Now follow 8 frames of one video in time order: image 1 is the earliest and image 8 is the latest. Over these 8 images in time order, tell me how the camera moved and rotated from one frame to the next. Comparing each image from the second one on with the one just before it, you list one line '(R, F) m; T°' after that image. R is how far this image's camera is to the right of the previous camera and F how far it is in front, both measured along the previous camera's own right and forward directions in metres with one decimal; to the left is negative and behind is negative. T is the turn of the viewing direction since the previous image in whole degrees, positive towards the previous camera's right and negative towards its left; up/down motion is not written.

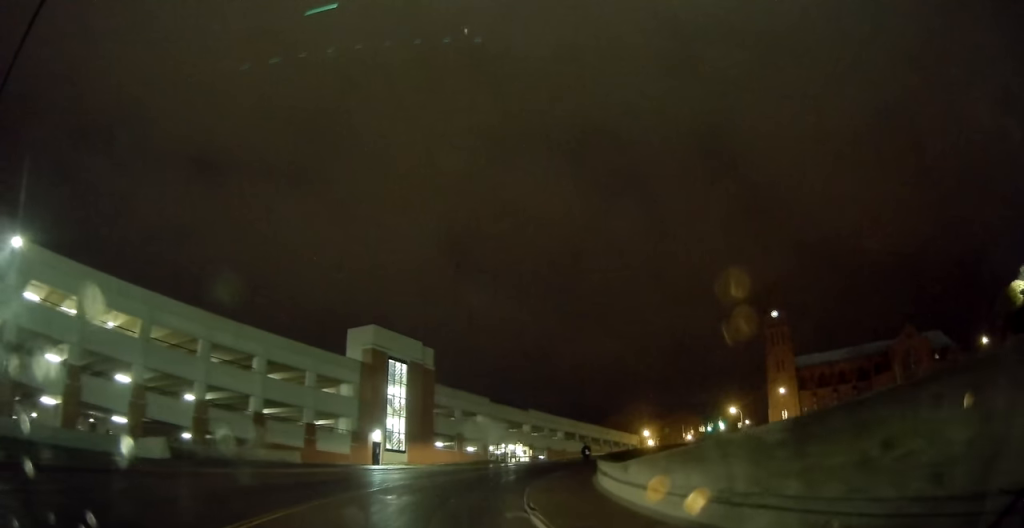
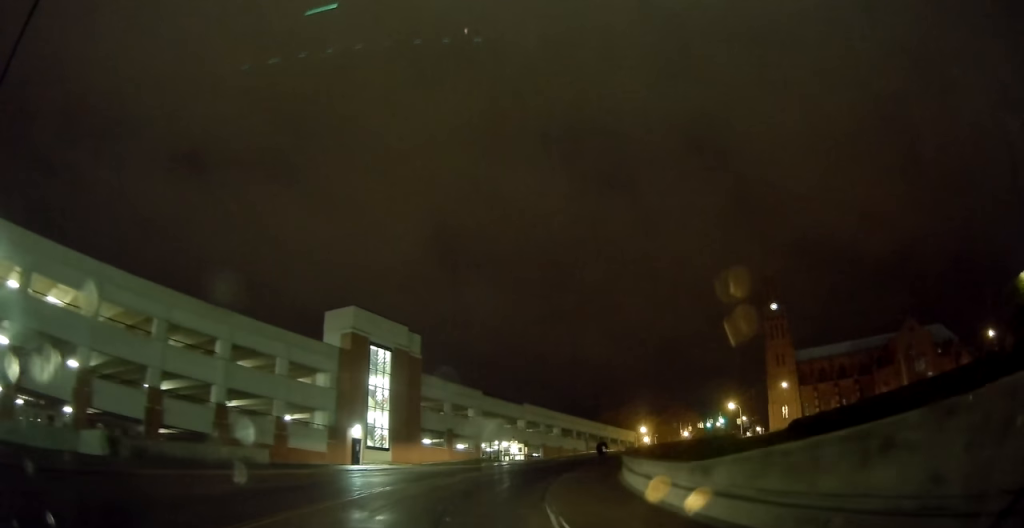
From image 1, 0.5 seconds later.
(+0.1, +6.2) m; +3°
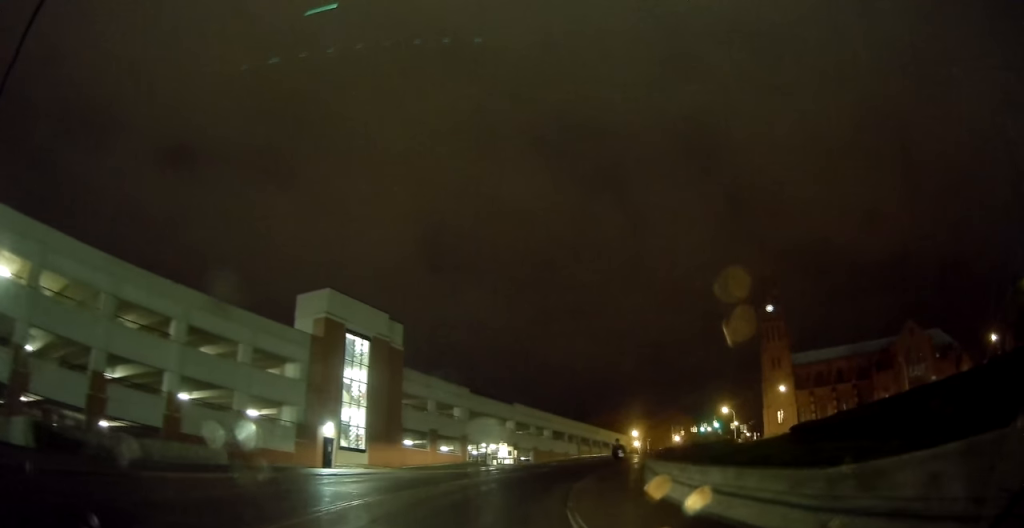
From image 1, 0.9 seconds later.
(+0.3, +5.5) m; +4°
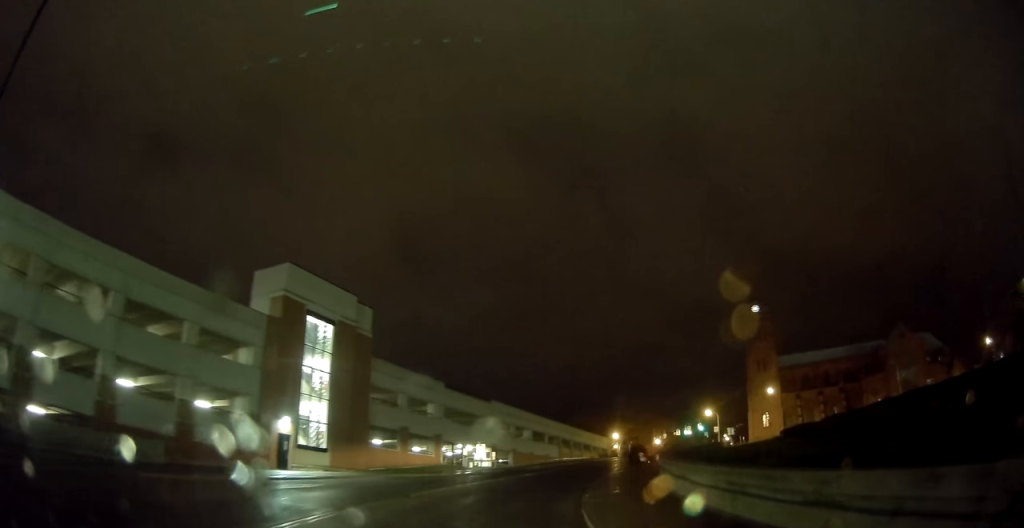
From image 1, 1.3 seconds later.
(+0.1, +5.5) m; +4°
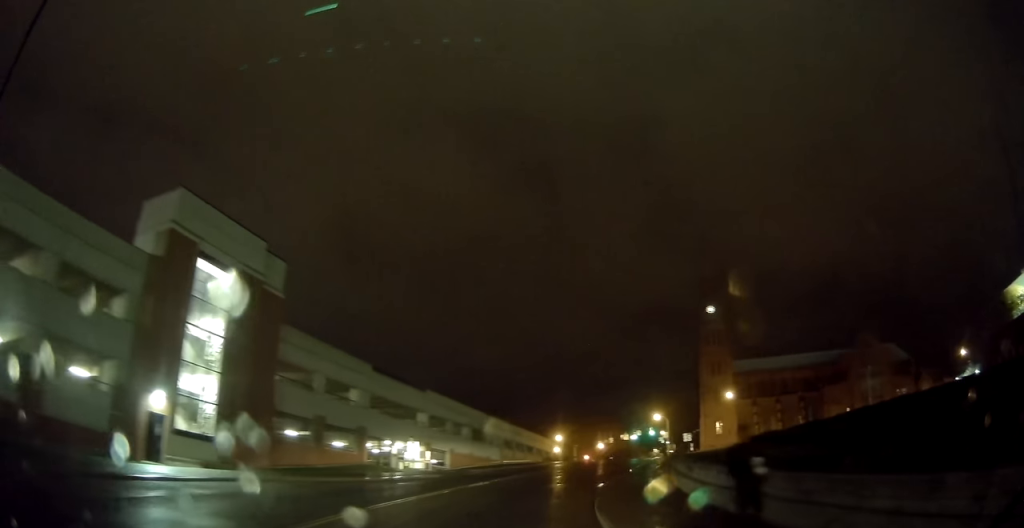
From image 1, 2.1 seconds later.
(+0.5, +9.9) m; +8°
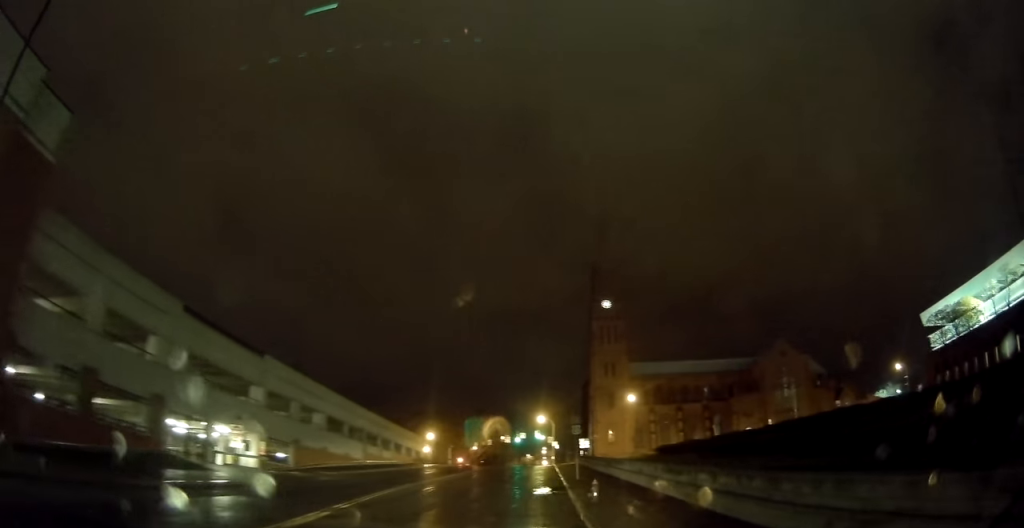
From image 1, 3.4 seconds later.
(+2.1, +15.6) m; +13°
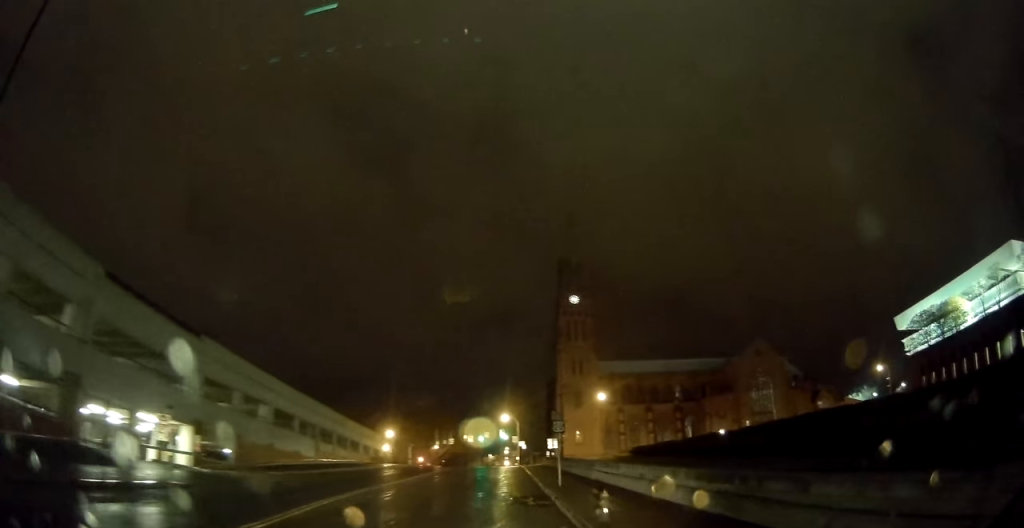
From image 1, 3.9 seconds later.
(+0.2, +5.2) m; +3°
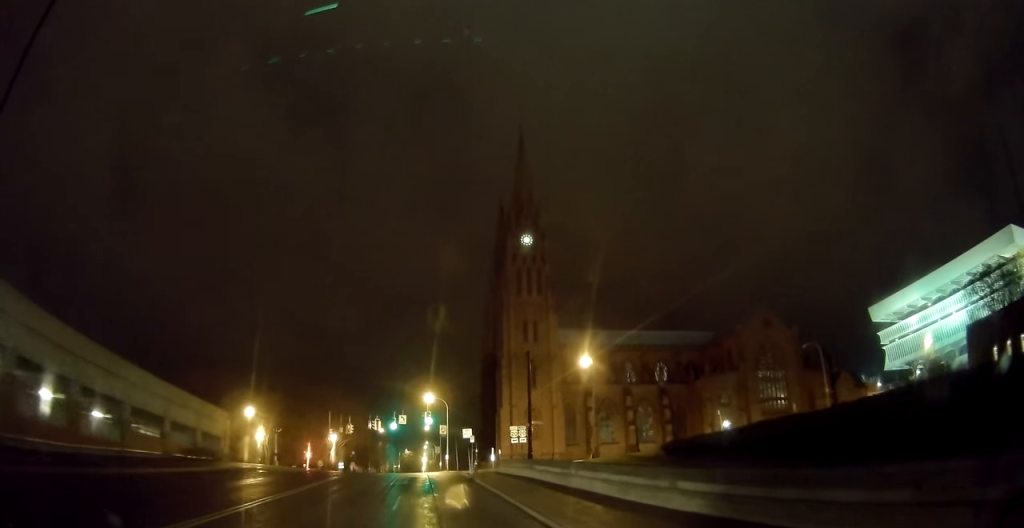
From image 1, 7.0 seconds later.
(+3.0, +35.1) m; +5°
